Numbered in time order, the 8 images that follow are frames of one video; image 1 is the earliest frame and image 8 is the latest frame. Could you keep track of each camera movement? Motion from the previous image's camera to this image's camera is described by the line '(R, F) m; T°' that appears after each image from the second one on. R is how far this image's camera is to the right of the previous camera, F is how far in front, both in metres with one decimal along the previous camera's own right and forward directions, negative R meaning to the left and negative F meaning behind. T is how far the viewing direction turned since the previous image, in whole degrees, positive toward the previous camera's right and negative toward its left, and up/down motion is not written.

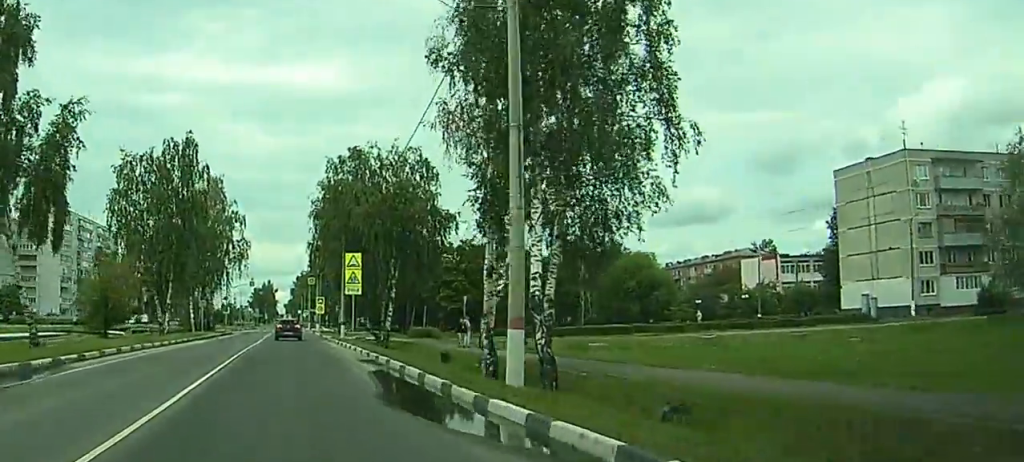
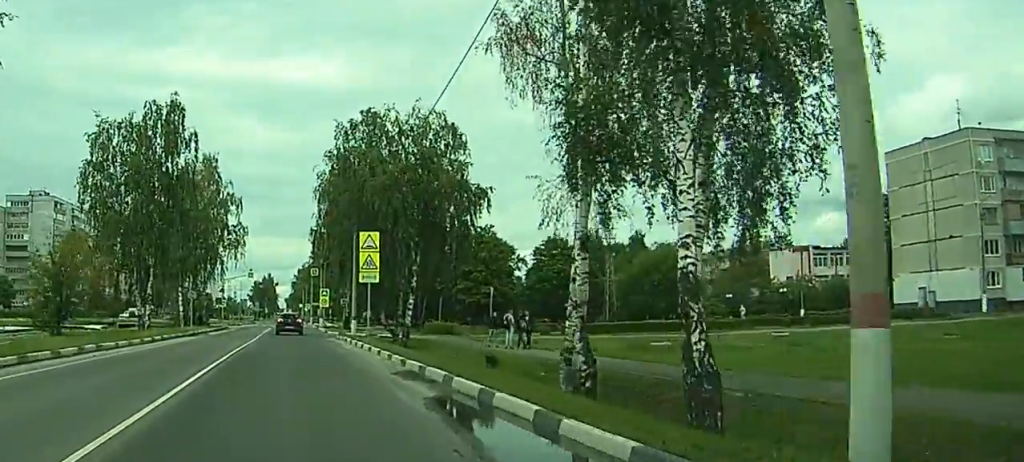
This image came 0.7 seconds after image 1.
(0.0, +9.3) m; 0°
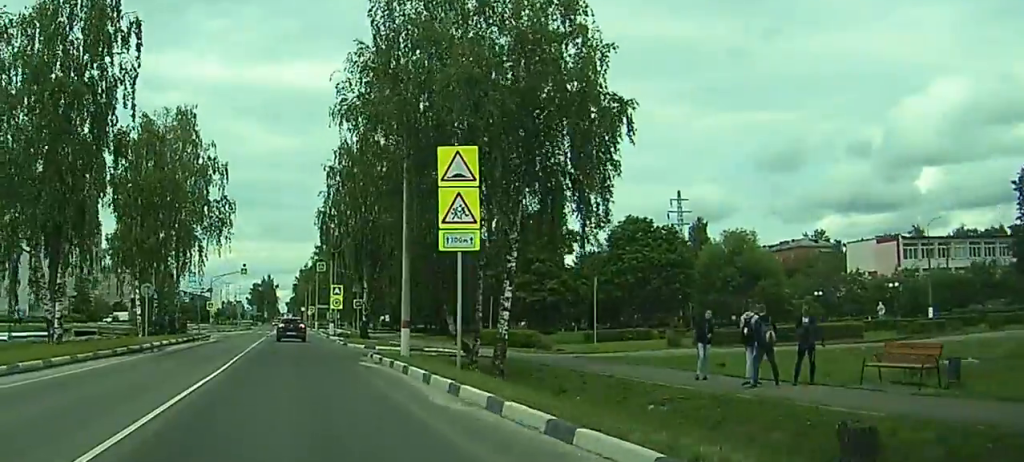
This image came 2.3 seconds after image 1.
(0.0, +21.7) m; 0°
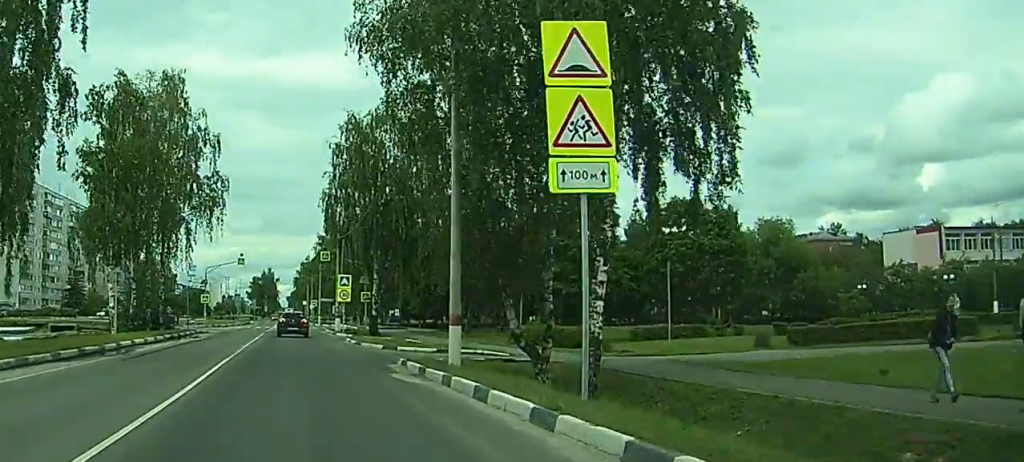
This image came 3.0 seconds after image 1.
(0.0, +8.4) m; 0°
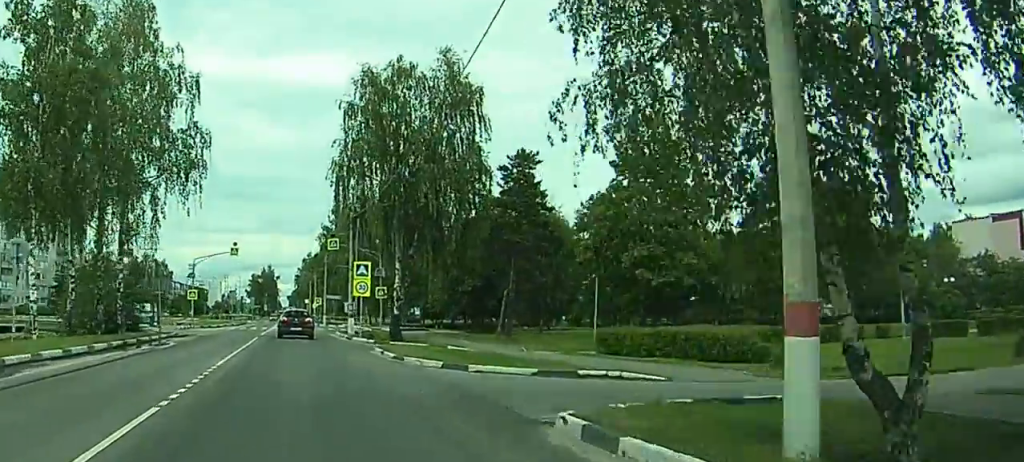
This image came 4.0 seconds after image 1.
(0.0, +13.9) m; 0°
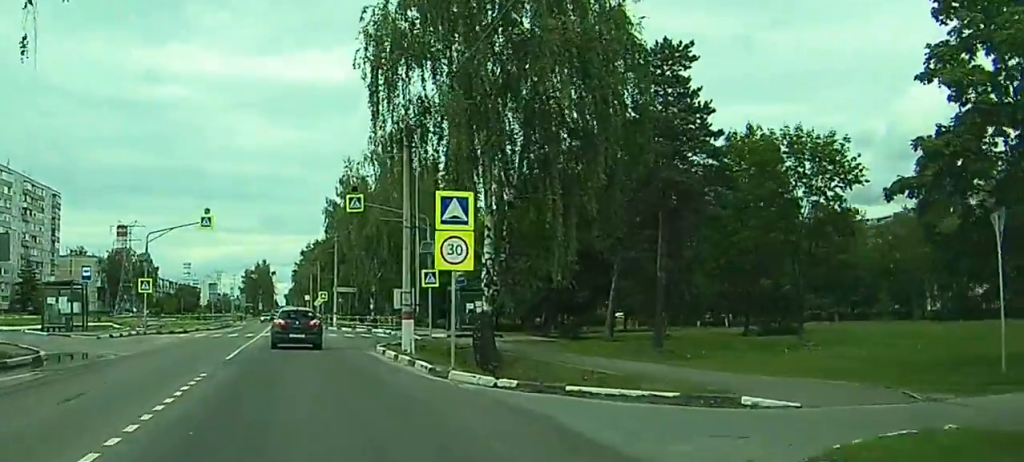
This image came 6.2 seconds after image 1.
(-0.1, +27.0) m; 0°
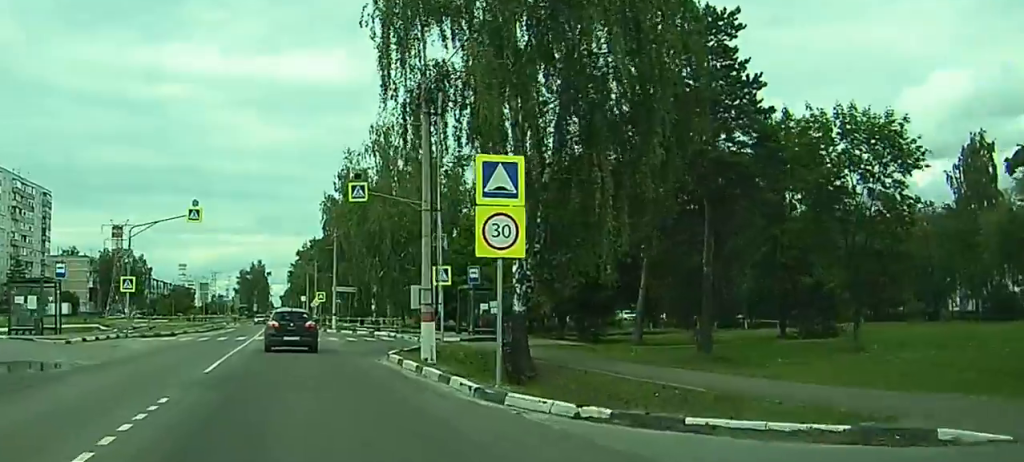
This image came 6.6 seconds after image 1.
(0.0, +5.2) m; 0°
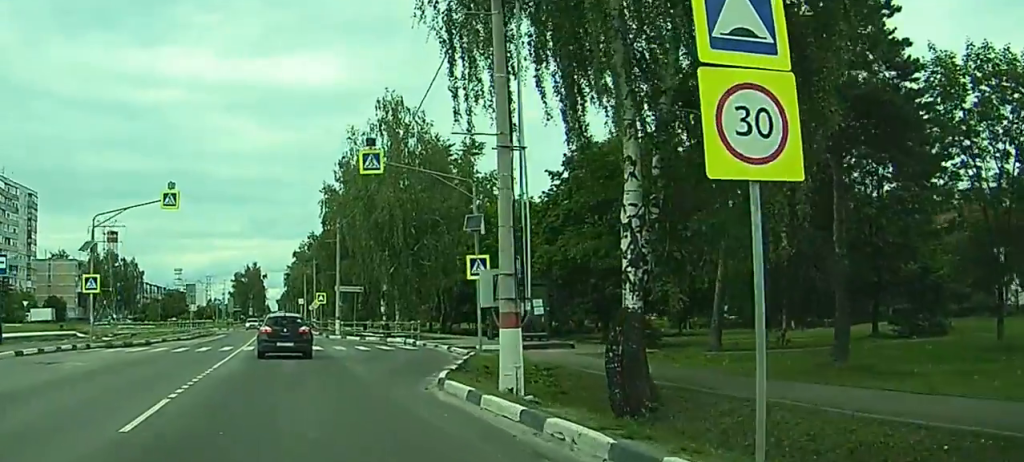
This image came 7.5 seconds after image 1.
(+0.1, +9.8) m; +1°
